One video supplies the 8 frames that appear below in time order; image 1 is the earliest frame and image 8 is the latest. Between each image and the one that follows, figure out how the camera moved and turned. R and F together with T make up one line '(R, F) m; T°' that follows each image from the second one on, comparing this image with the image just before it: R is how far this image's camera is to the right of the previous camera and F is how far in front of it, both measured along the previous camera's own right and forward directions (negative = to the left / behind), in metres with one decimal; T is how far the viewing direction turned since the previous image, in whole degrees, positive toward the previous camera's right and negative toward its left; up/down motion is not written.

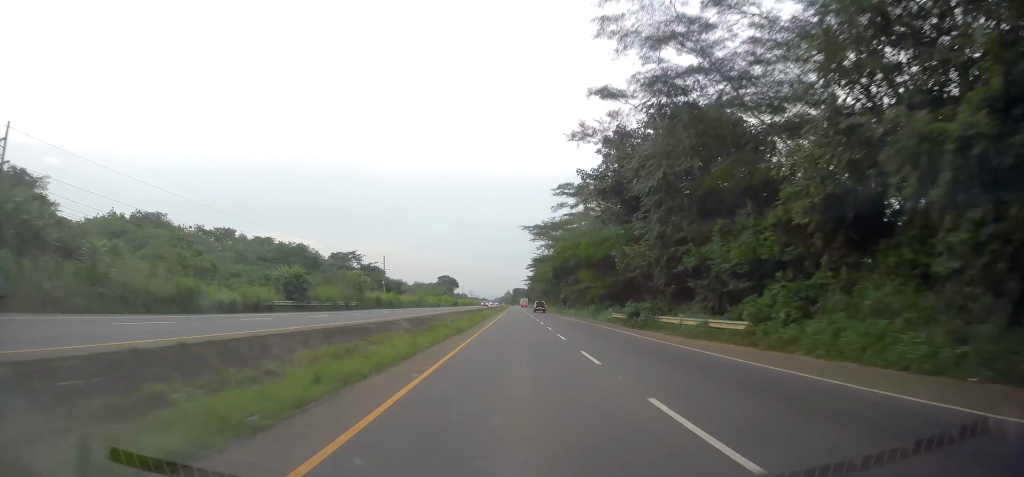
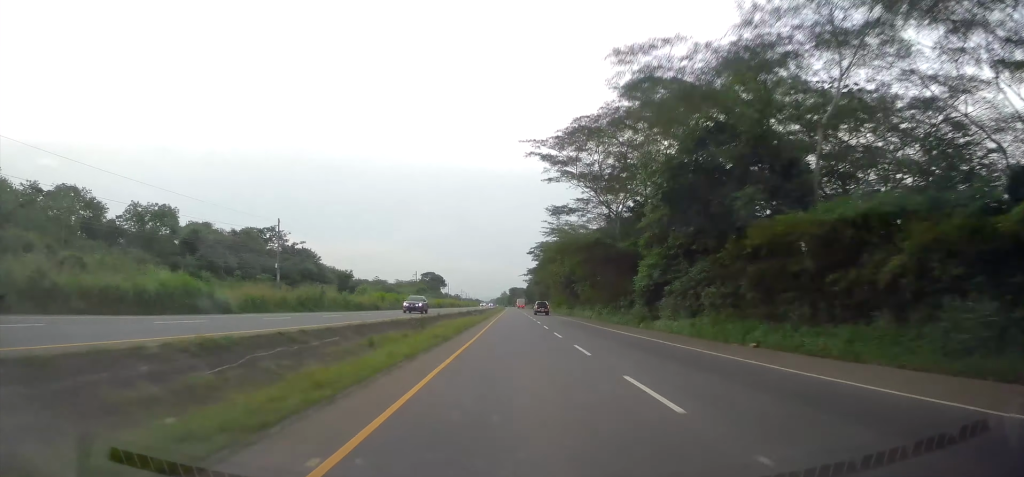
(-0.2, +56.1) m; 0°
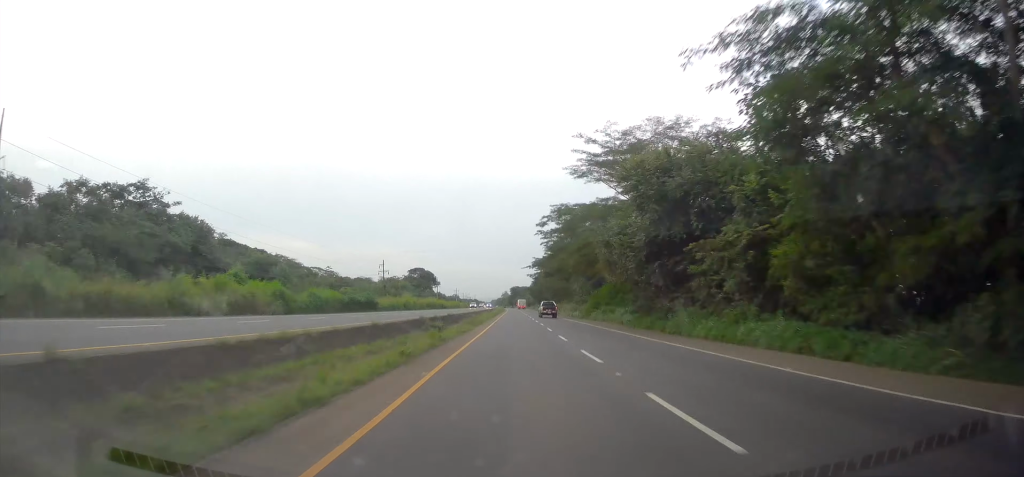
(+0.3, +45.0) m; 0°
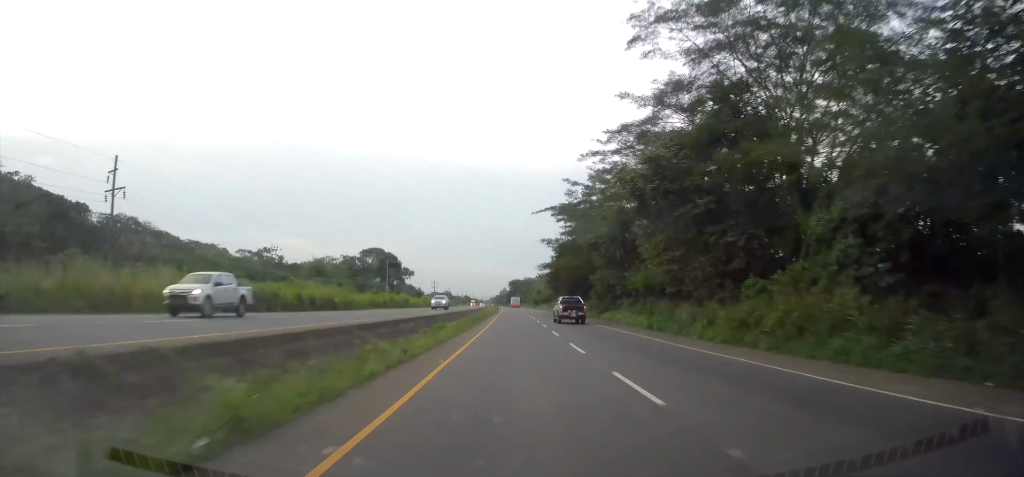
(0.0, +89.9) m; 0°
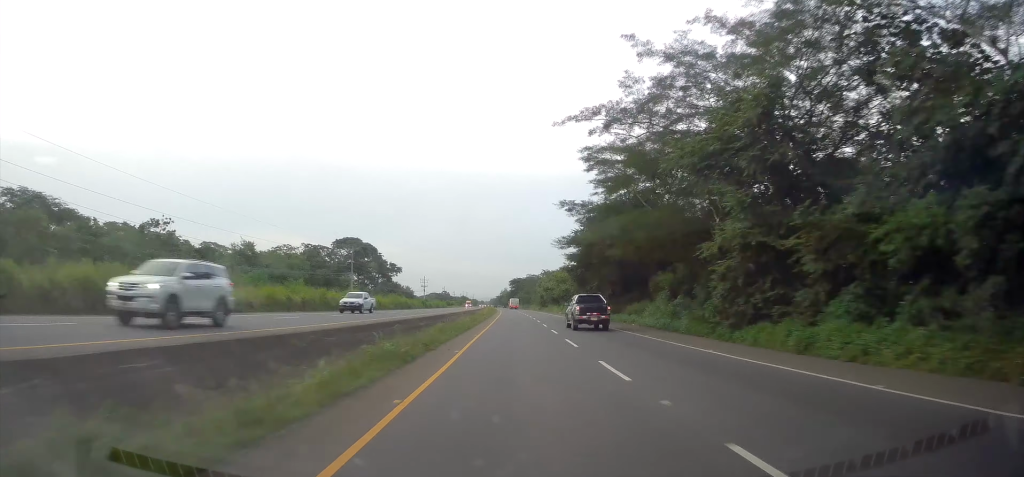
(0.0, +31.5) m; 0°
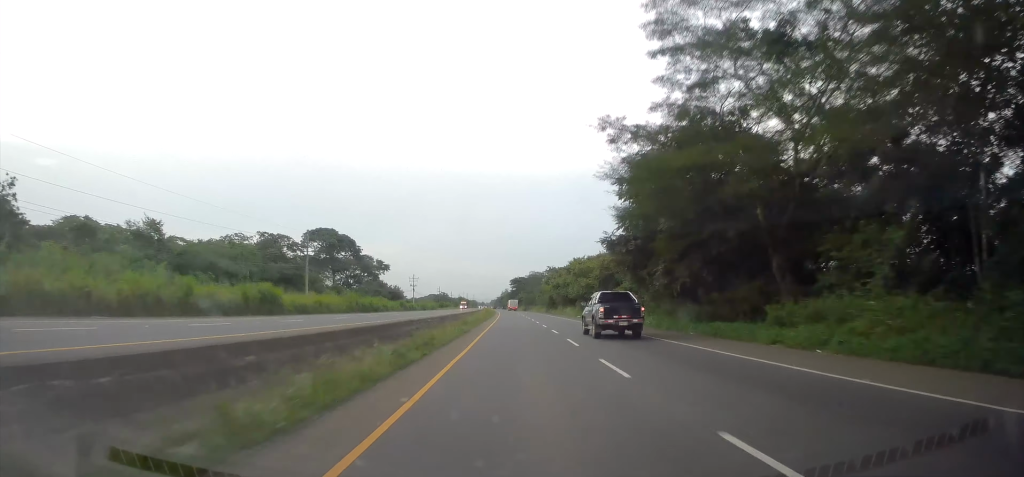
(+0.1, +24.7) m; 0°
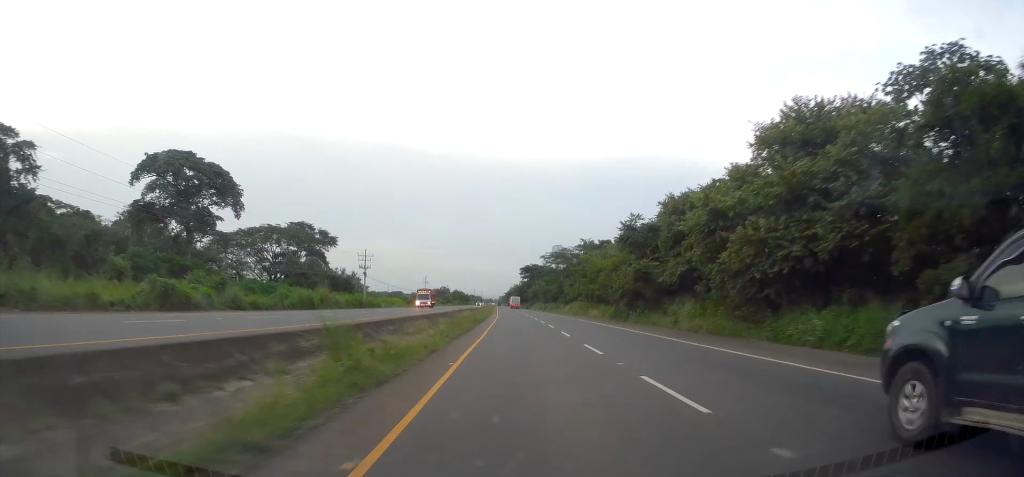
(-0.6, +69.6) m; -1°
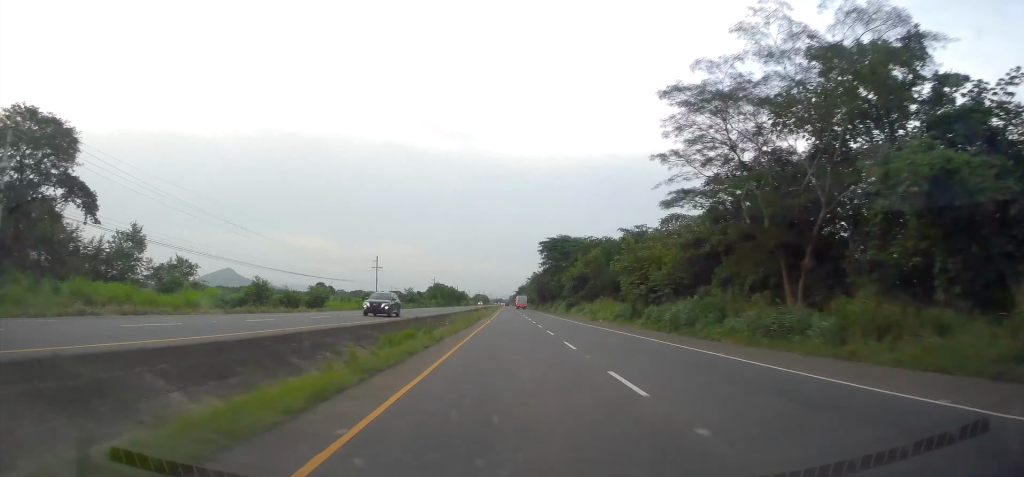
(-0.1, +89.8) m; 0°
